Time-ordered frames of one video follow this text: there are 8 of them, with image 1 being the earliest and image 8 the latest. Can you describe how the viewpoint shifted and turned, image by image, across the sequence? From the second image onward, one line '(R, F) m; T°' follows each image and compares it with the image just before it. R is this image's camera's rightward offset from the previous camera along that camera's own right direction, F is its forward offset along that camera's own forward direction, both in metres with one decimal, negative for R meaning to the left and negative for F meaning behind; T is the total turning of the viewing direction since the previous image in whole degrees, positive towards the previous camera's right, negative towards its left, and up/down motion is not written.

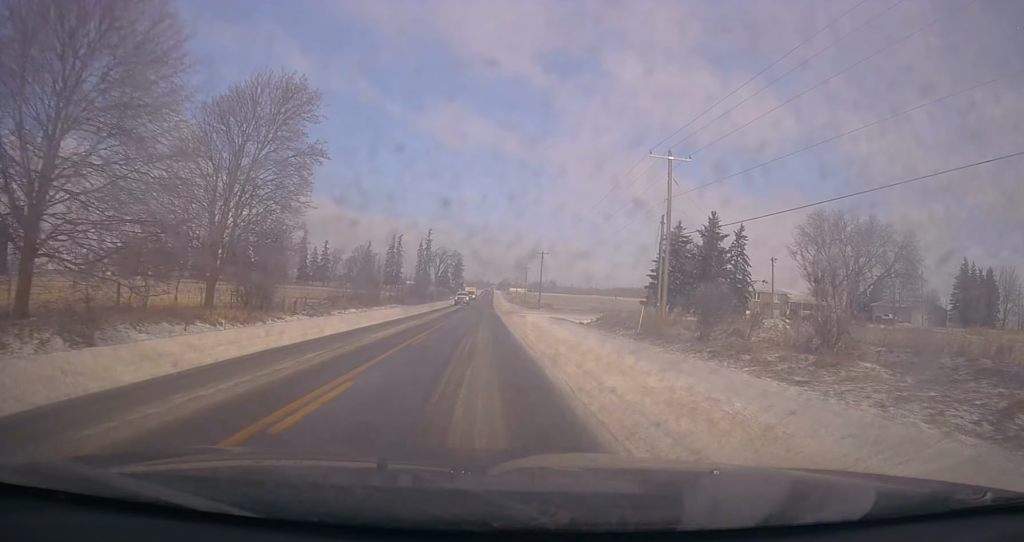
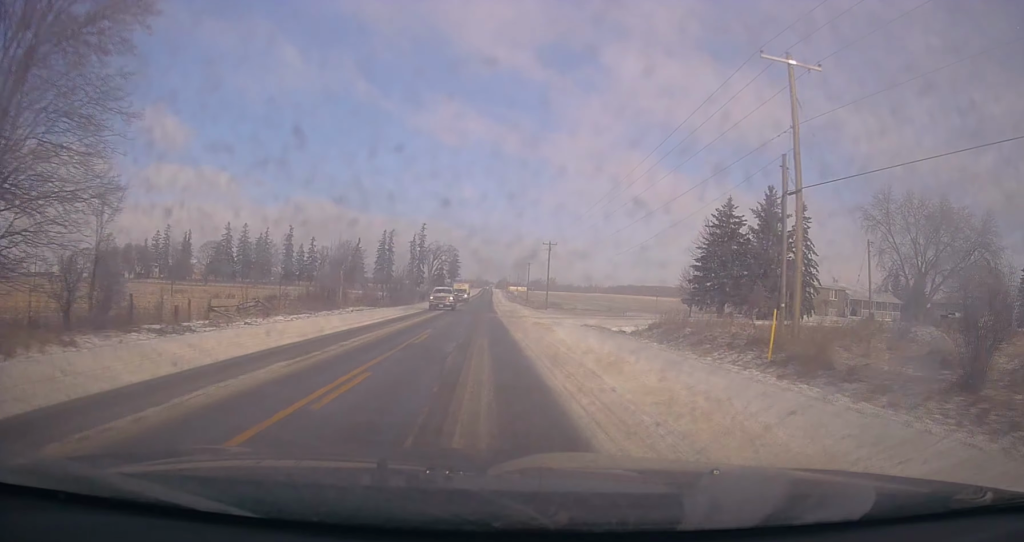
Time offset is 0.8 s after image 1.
(+0.3, +18.3) m; 0°
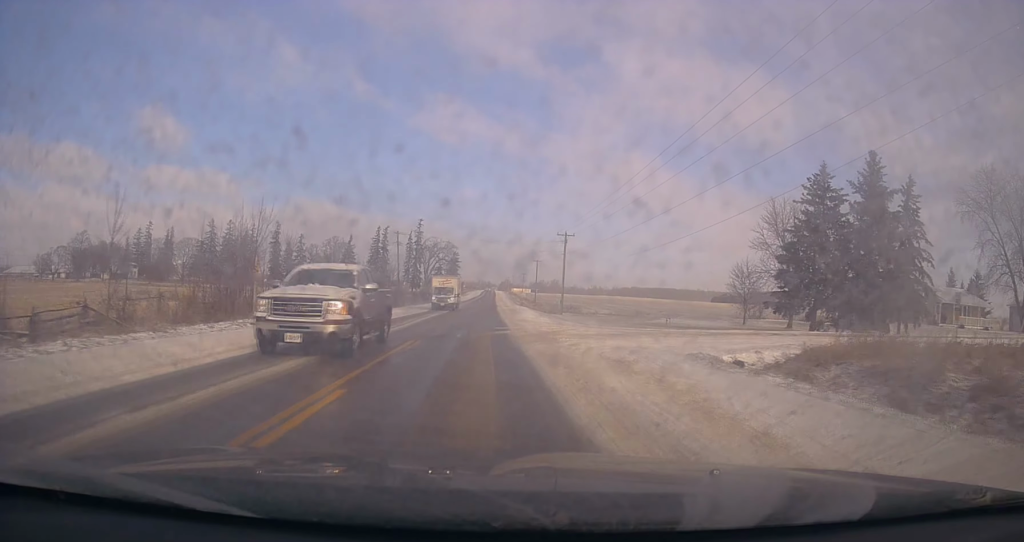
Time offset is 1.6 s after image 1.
(-0.1, +18.3) m; 0°
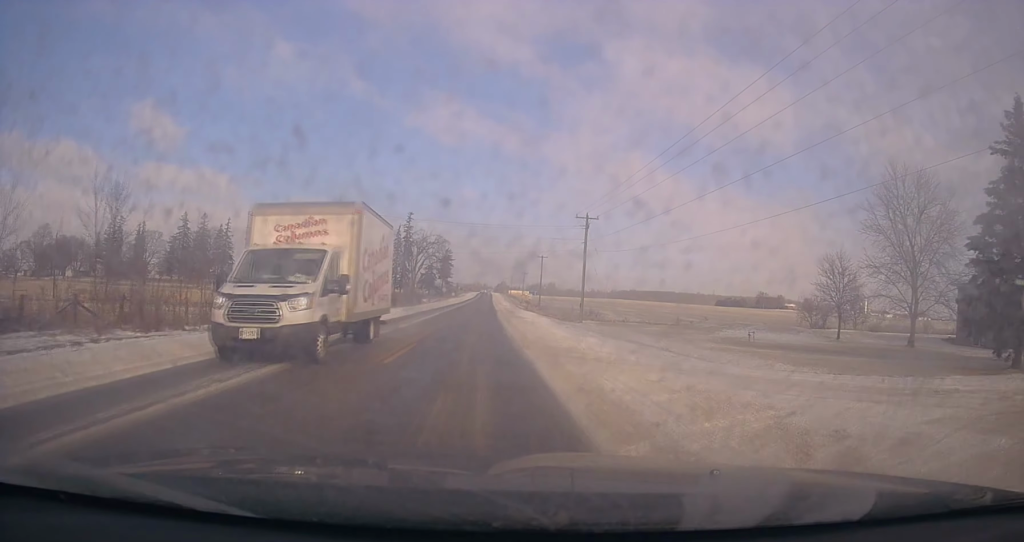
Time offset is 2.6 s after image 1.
(-0.1, +21.4) m; 0°
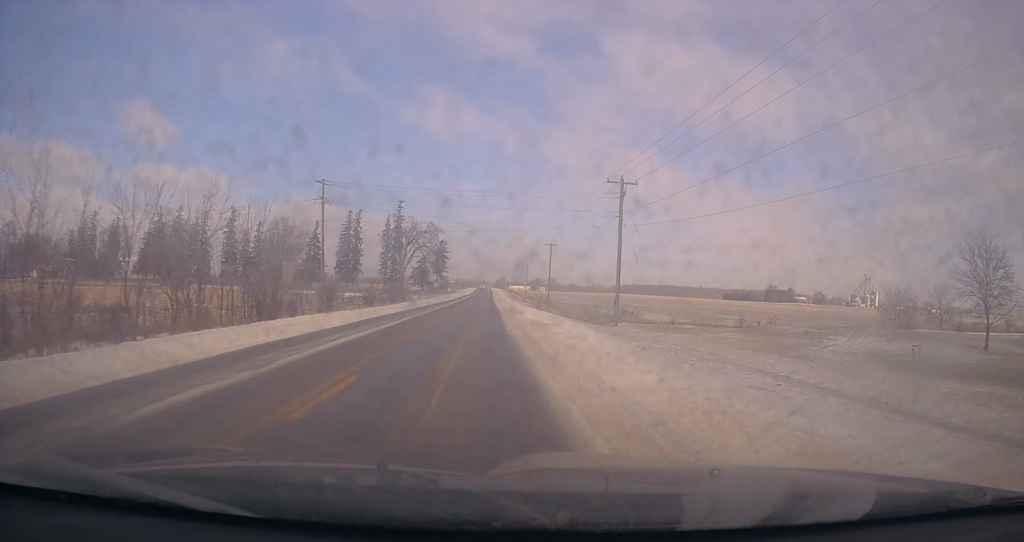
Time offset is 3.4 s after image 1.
(0.0, +18.2) m; 0°
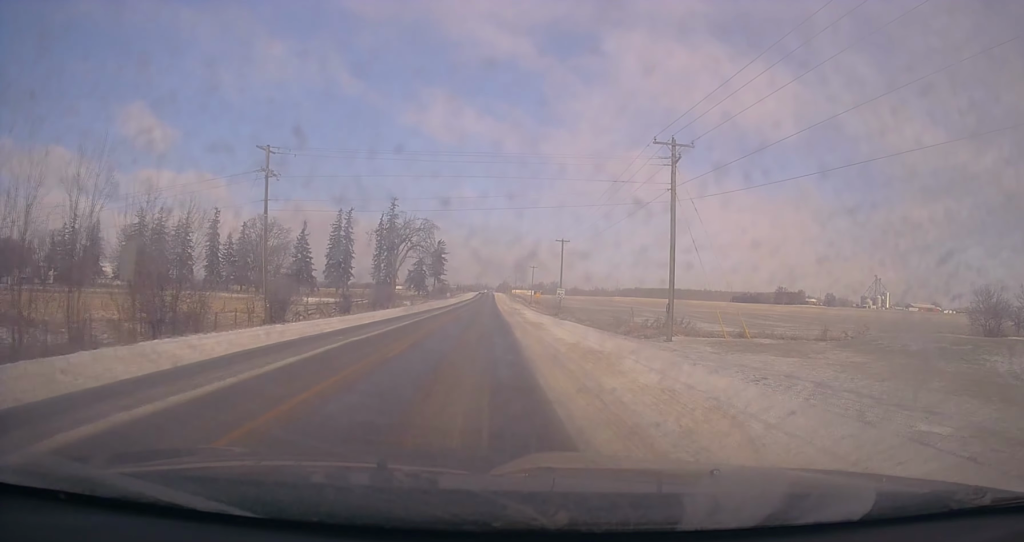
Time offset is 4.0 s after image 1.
(0.0, +14.1) m; -1°
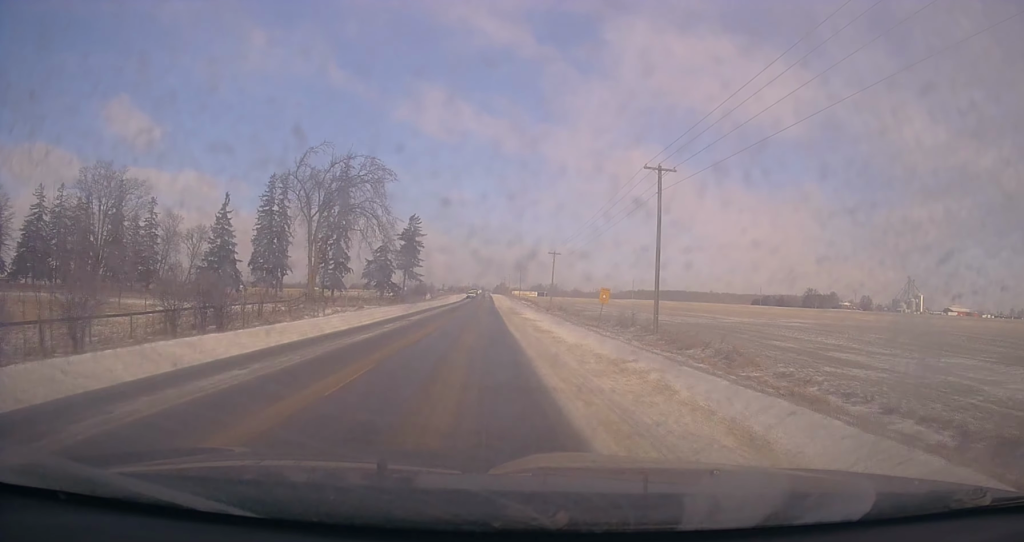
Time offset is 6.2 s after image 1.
(+0.4, +51.5) m; +2°
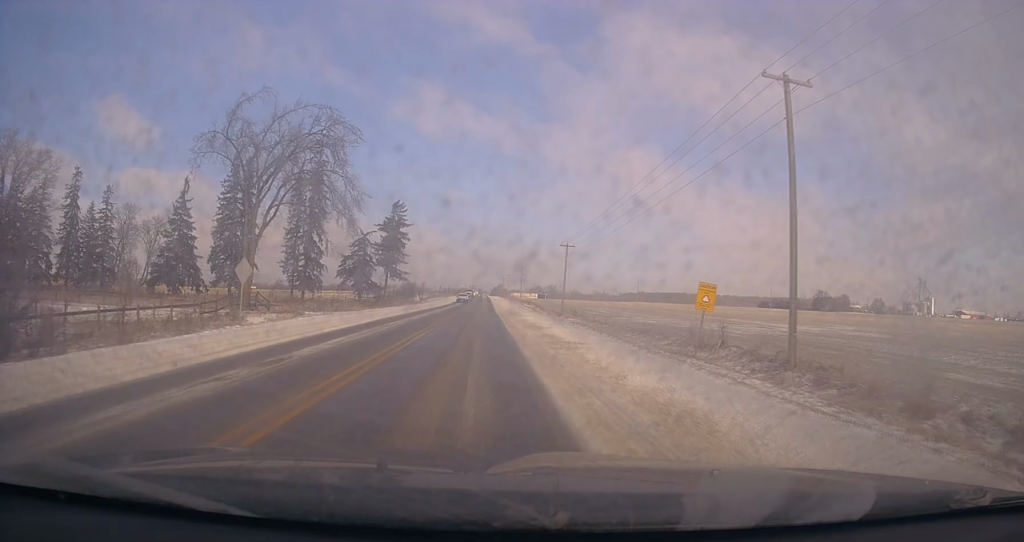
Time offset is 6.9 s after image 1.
(+0.1, +17.8) m; +1°
